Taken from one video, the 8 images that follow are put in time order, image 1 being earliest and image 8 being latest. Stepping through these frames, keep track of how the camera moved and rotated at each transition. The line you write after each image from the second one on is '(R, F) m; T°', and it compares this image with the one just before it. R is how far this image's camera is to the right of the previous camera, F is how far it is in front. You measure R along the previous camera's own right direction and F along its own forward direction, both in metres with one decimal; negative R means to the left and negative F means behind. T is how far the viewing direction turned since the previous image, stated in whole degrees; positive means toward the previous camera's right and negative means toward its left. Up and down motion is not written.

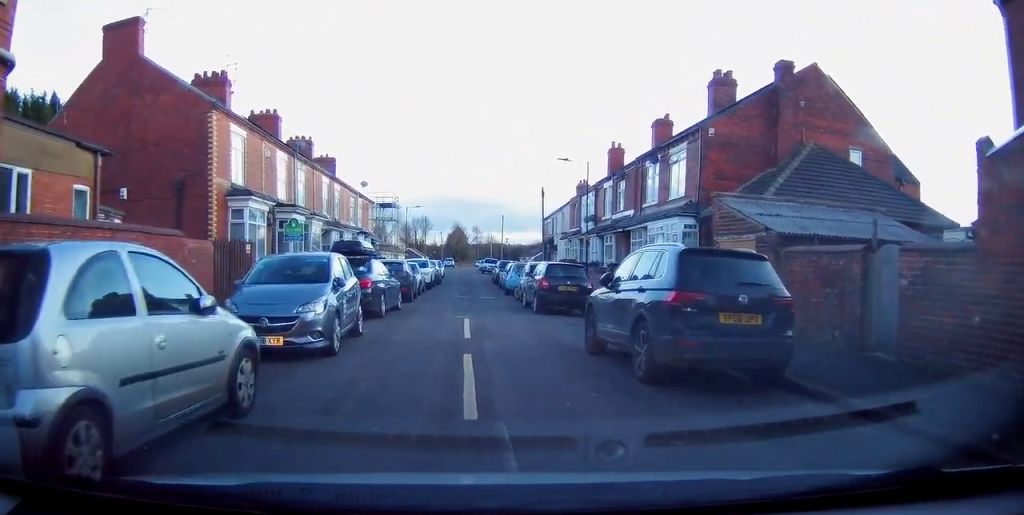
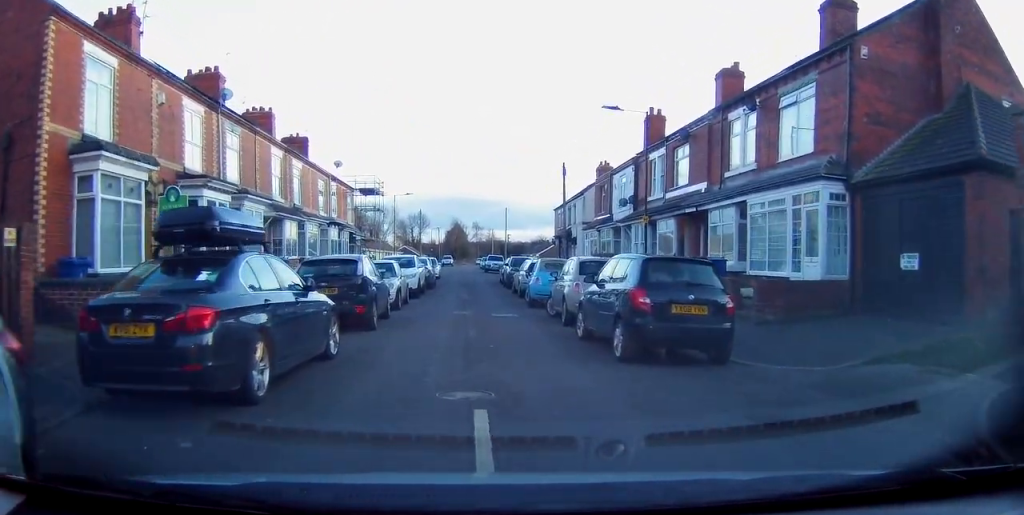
(+0.1, +9.5) m; +1°
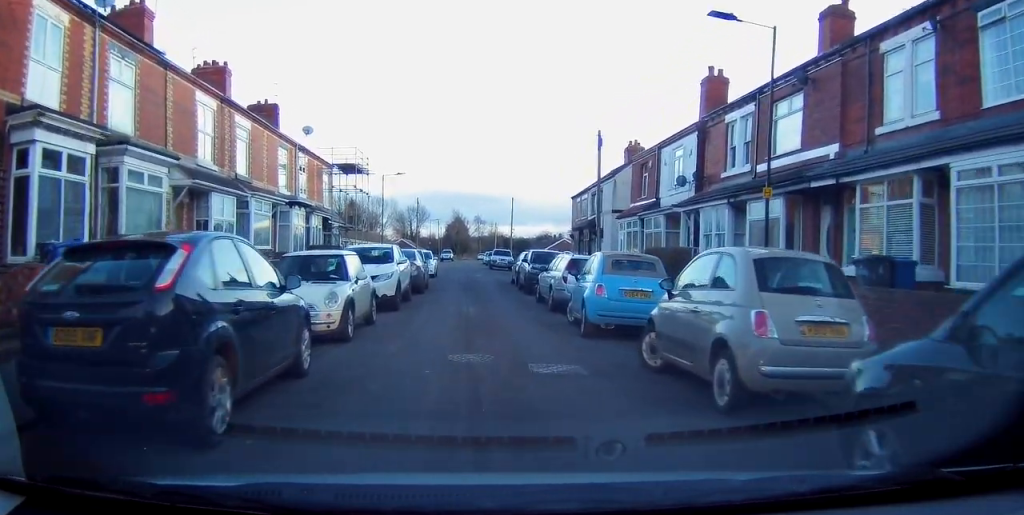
(+0.1, +7.9) m; 0°
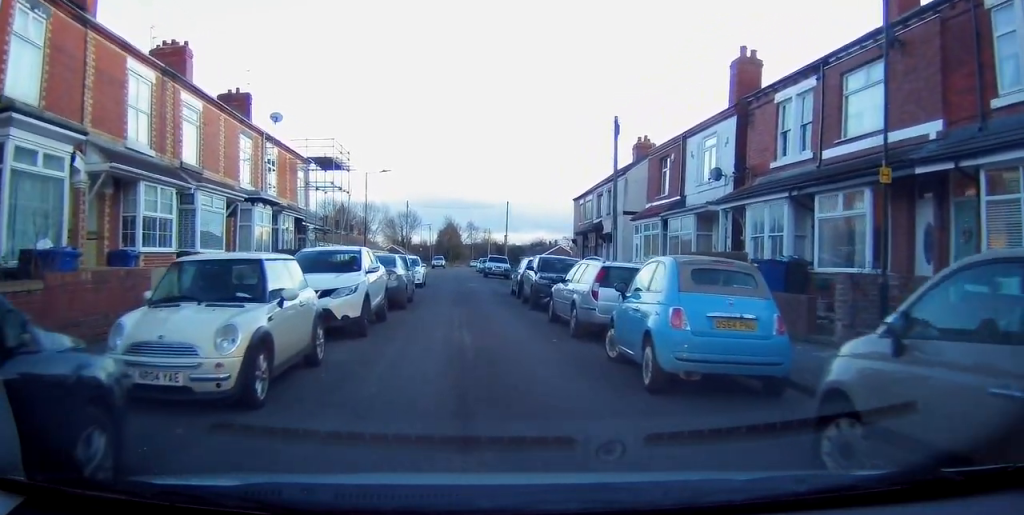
(0.0, +4.0) m; 0°
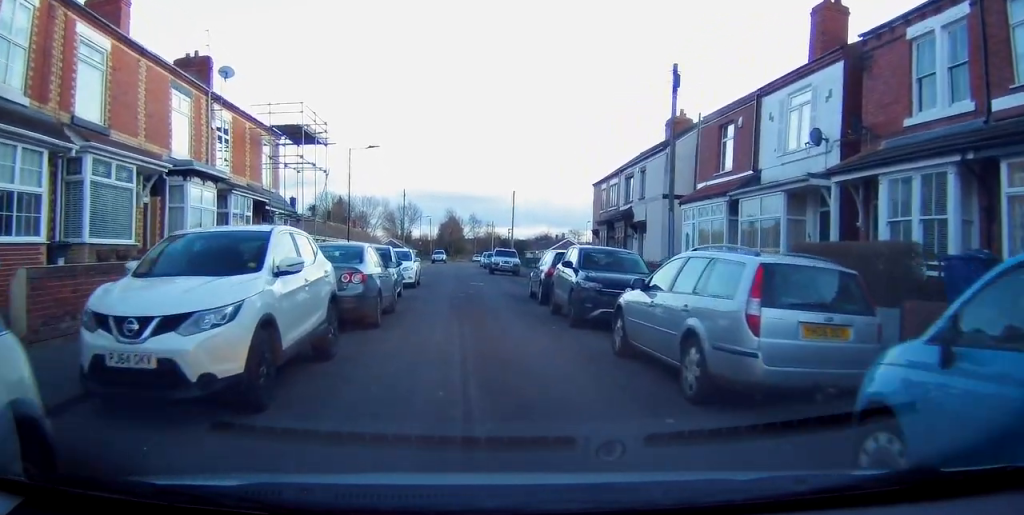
(0.0, +6.0) m; 0°
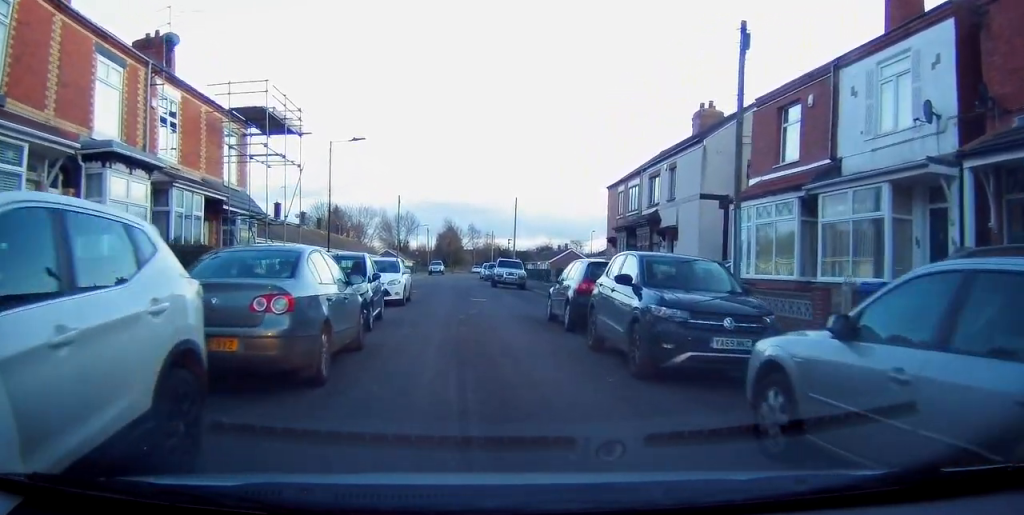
(0.0, +4.5) m; 0°
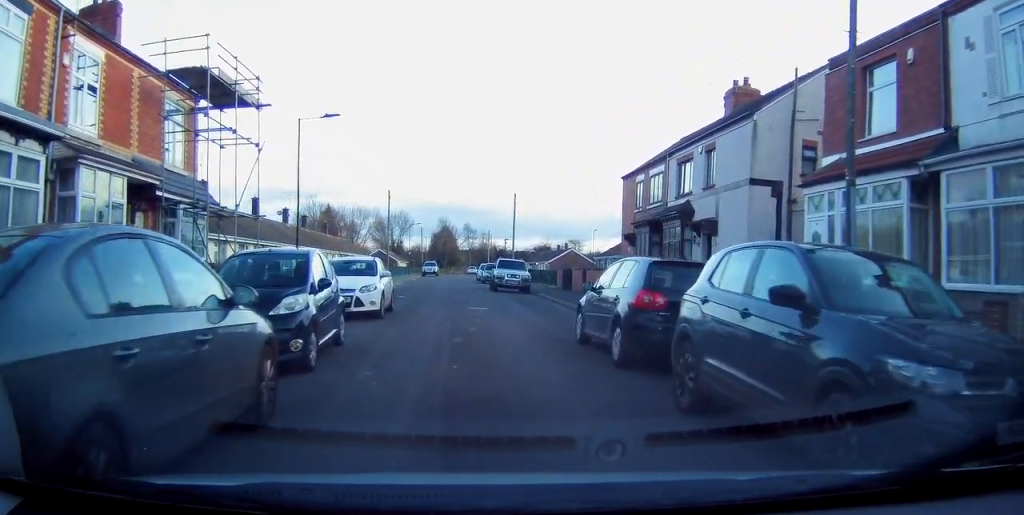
(0.0, +4.7) m; 0°
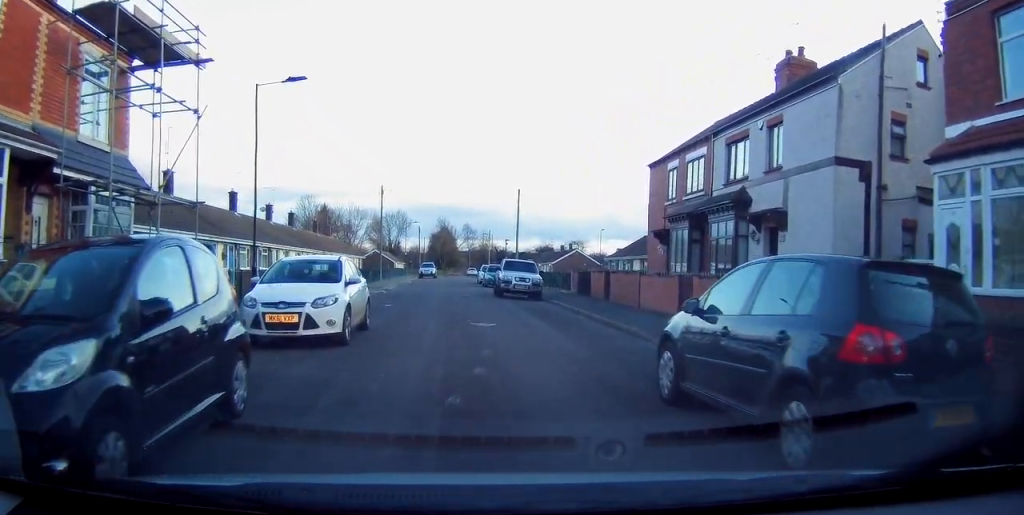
(0.0, +4.7) m; 0°
